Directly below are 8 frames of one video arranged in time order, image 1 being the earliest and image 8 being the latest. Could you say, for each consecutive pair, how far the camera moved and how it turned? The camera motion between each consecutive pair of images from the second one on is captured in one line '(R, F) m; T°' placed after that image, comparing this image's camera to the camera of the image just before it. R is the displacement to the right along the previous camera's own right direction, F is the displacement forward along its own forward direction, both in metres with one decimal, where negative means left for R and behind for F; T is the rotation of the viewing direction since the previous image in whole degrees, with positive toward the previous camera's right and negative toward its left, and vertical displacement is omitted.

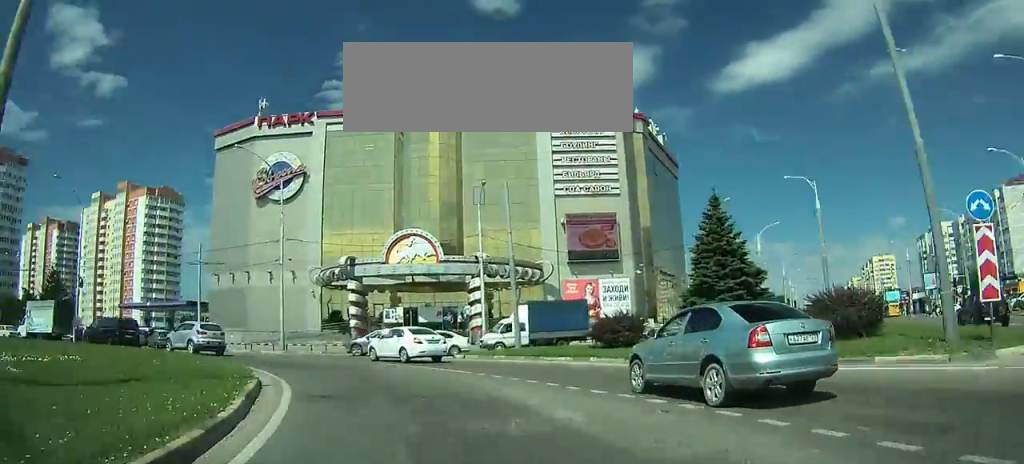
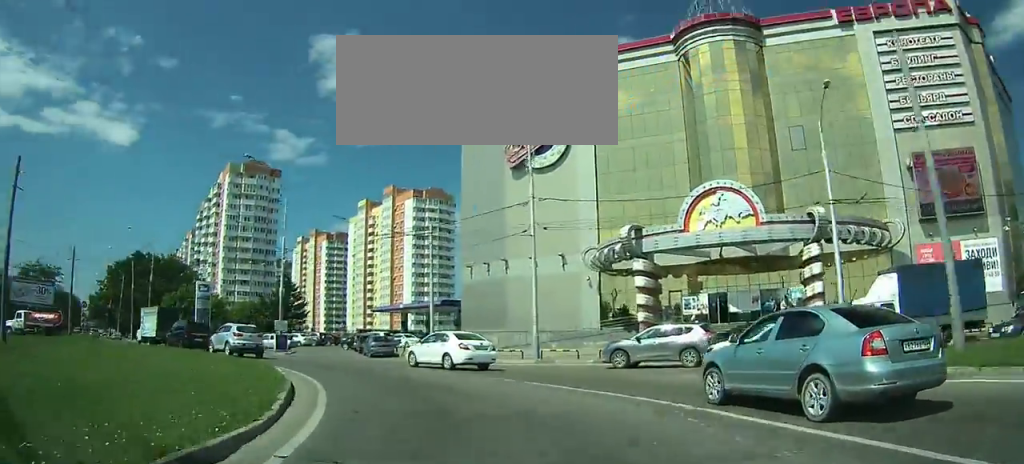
(-0.9, +14.4) m; -25°
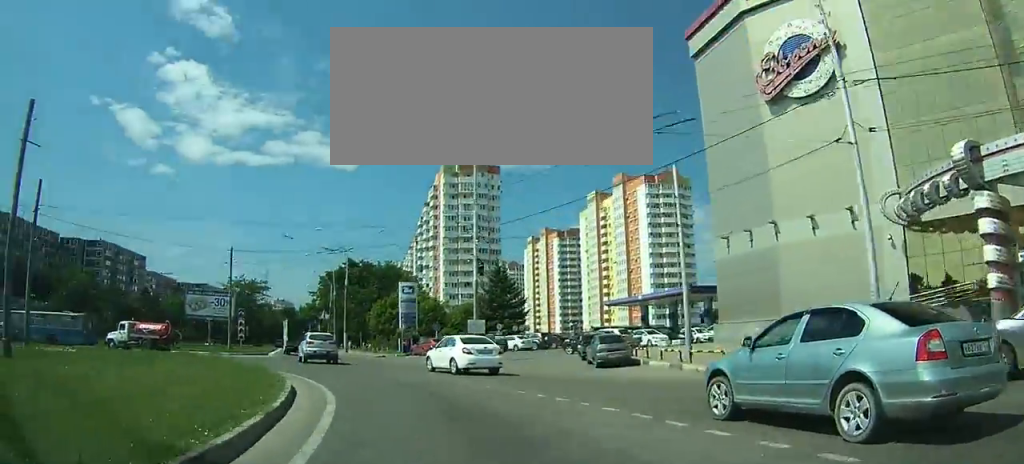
(-4.7, +12.3) m; -20°
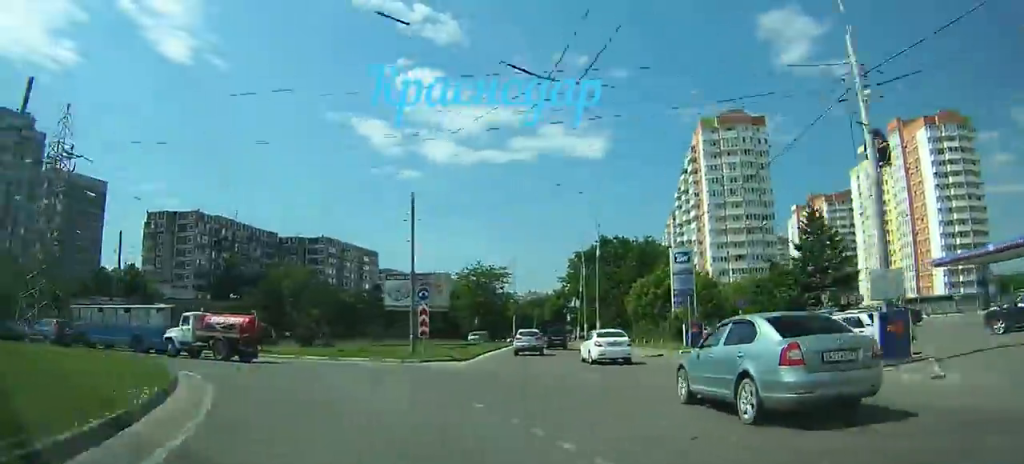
(-5.0, +20.5) m; -16°
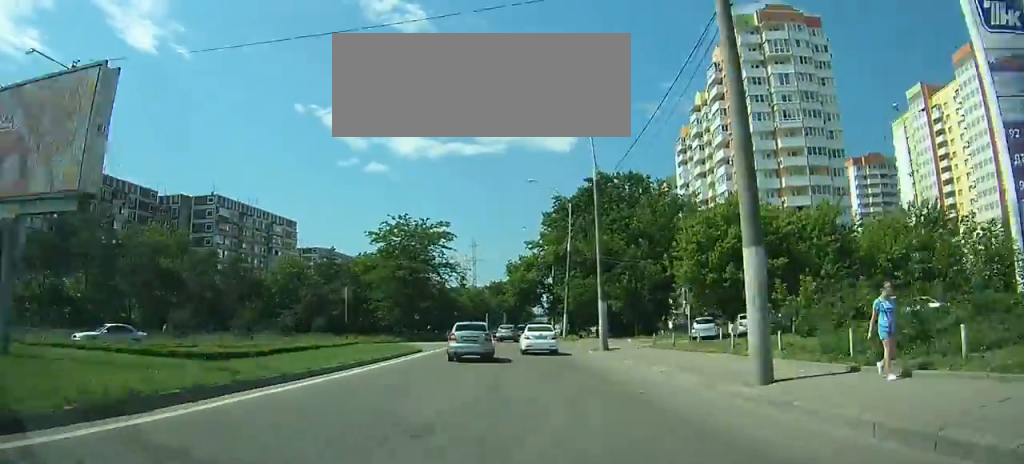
(-3.0, +43.7) m; -3°
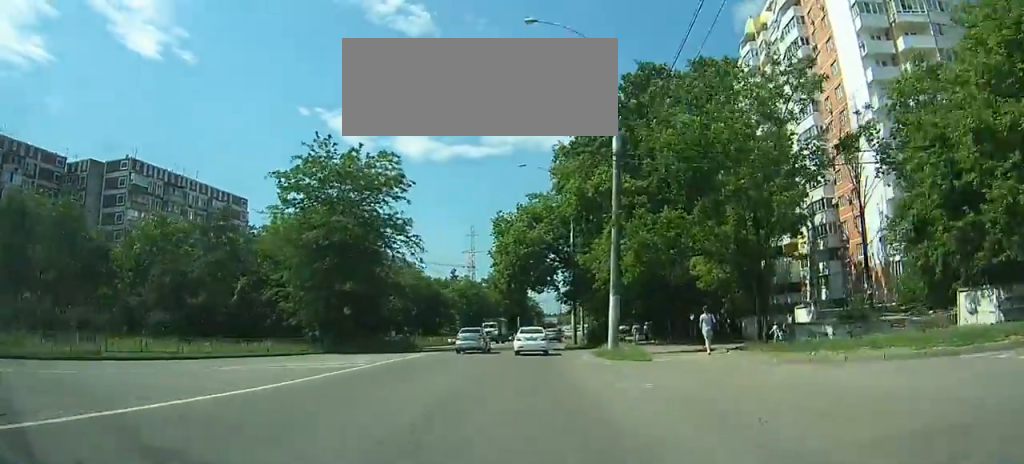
(+0.1, +30.9) m; 0°
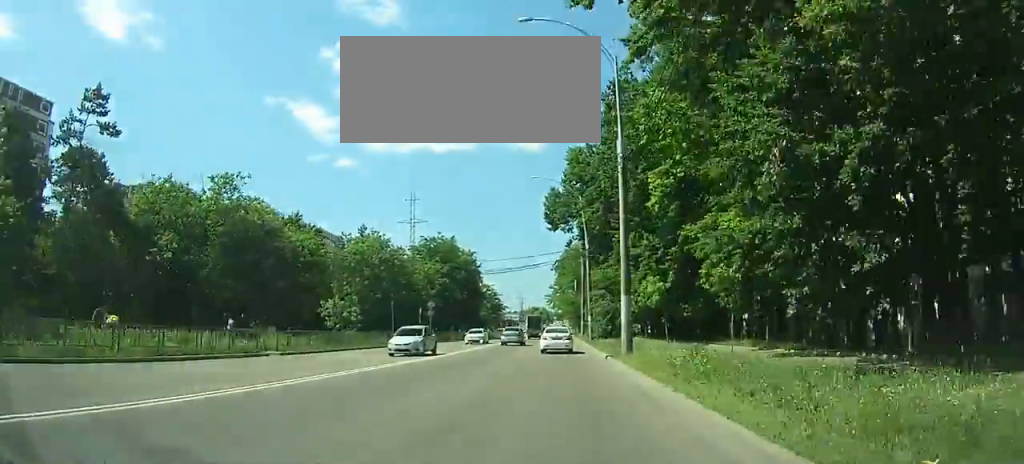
(+0.7, +52.4) m; +3°
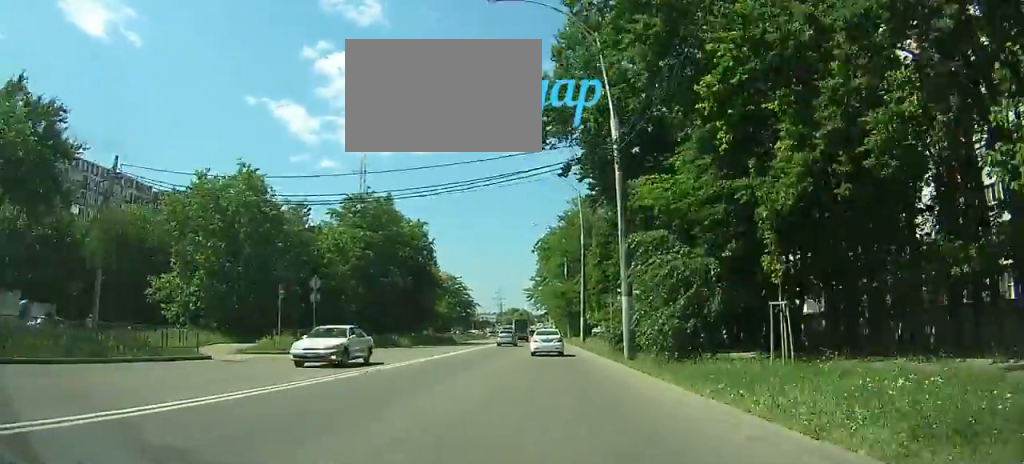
(+0.9, +30.1) m; +2°
